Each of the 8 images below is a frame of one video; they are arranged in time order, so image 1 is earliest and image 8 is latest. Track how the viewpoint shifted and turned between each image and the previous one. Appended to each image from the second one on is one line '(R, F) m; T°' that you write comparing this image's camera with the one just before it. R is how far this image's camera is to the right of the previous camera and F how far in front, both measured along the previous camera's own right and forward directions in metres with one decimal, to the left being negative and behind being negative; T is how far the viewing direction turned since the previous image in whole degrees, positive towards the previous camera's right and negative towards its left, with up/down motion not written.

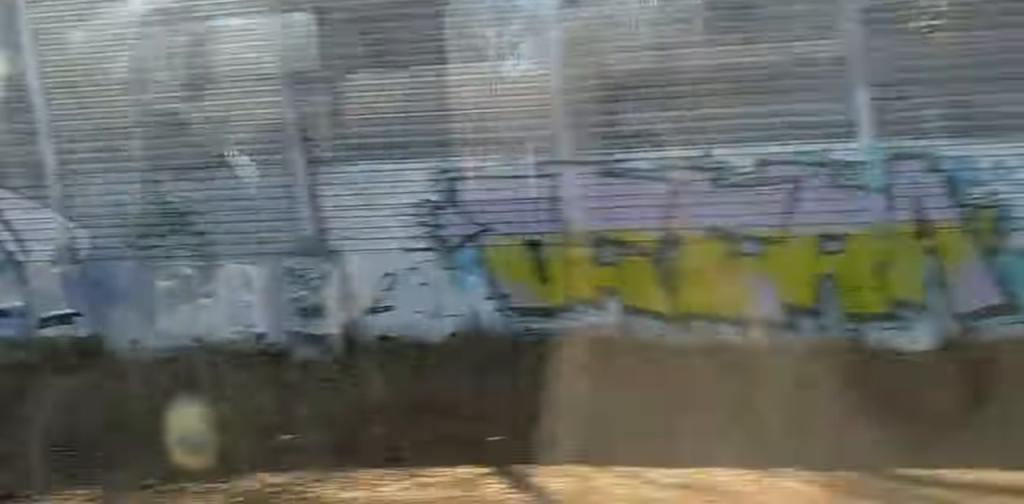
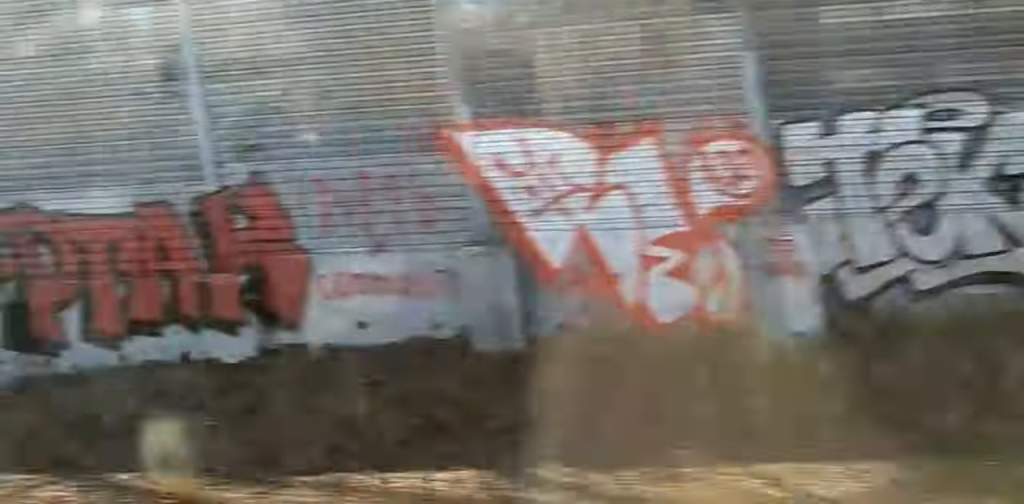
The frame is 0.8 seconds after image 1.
(0.0, +18.0) m; +1°
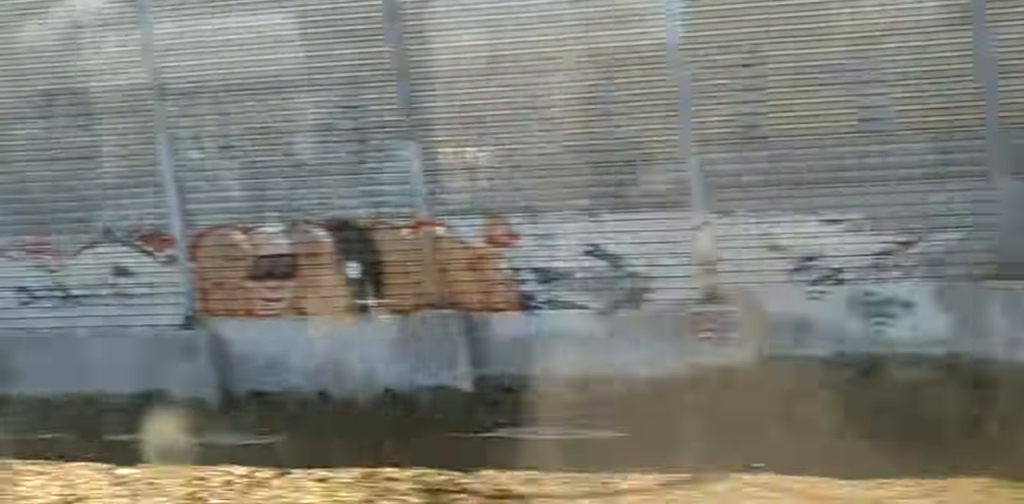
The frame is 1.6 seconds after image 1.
(+0.2, +17.2) m; +1°
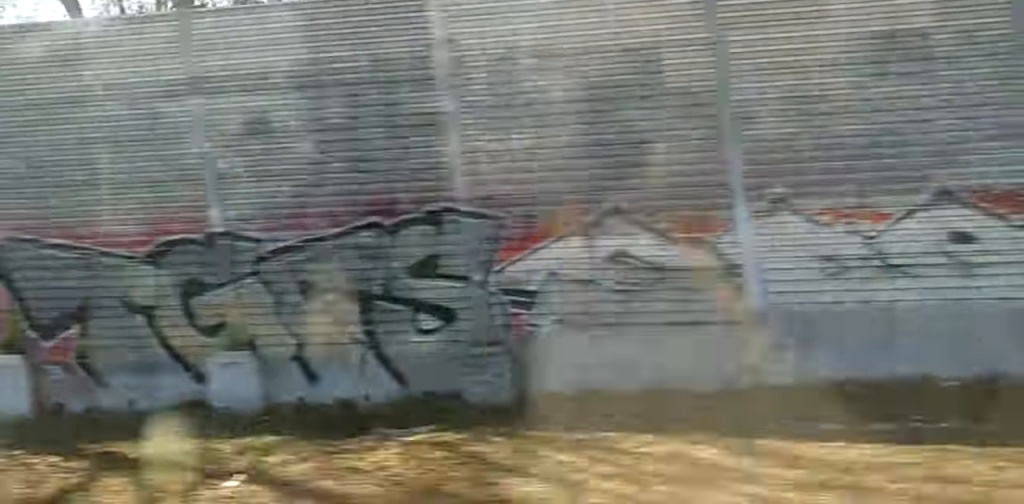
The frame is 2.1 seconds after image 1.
(0.0, +9.5) m; 0°
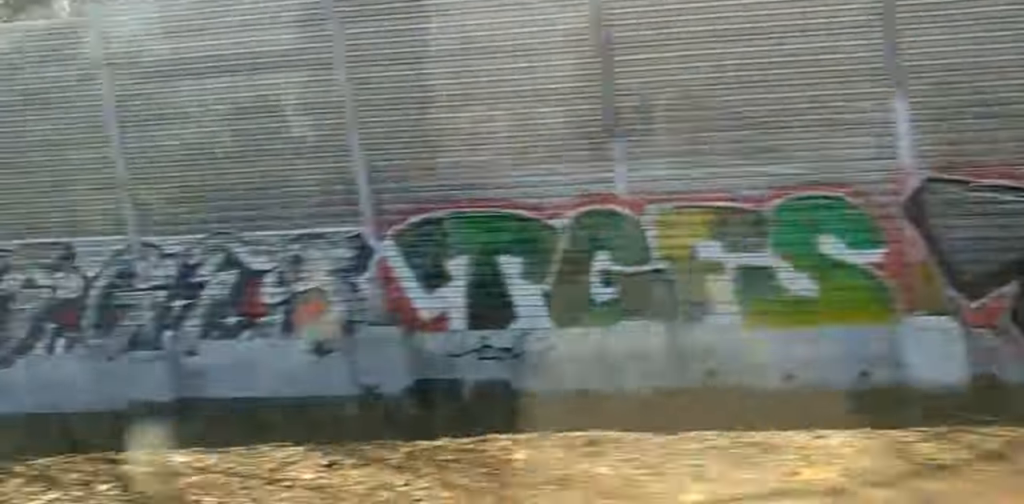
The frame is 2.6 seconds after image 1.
(0.0, +11.2) m; 0°
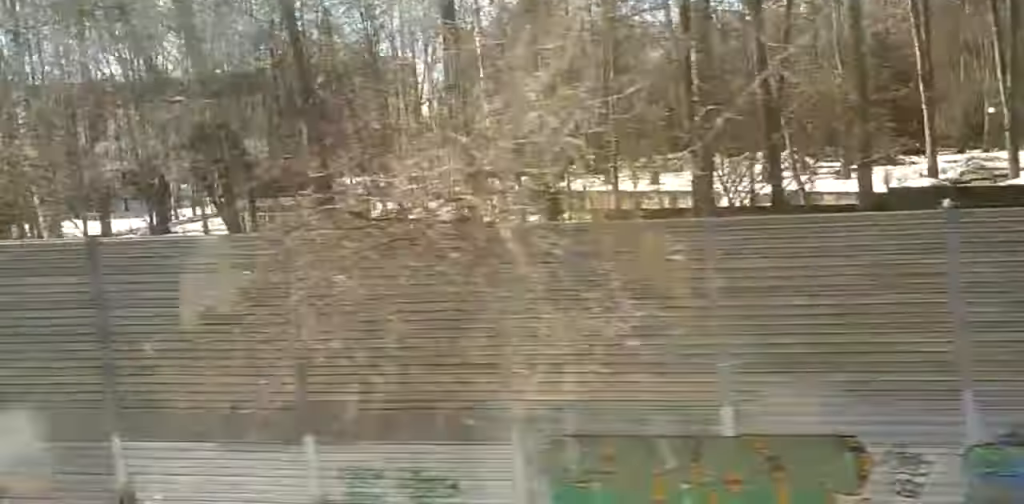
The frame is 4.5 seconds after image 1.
(0.0, +41.5) m; 0°
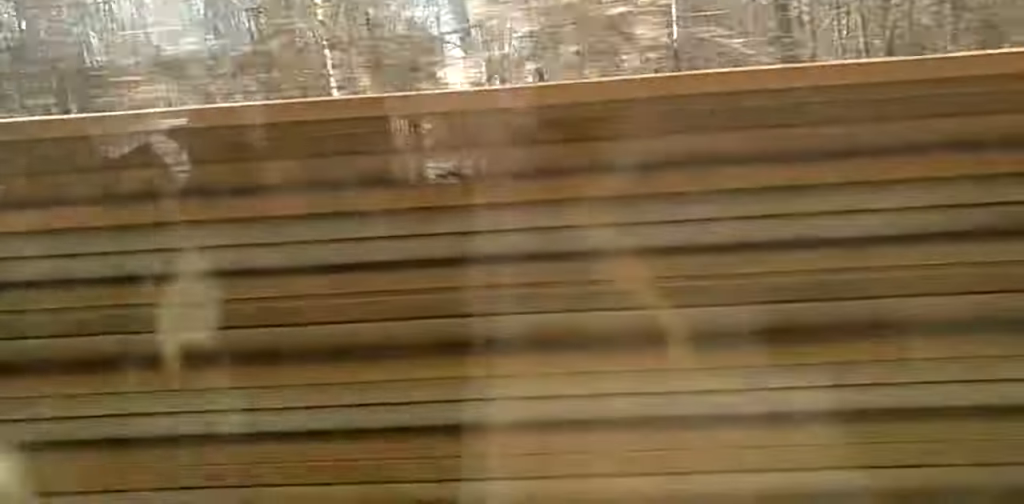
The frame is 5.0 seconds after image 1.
(0.0, +9.5) m; 0°
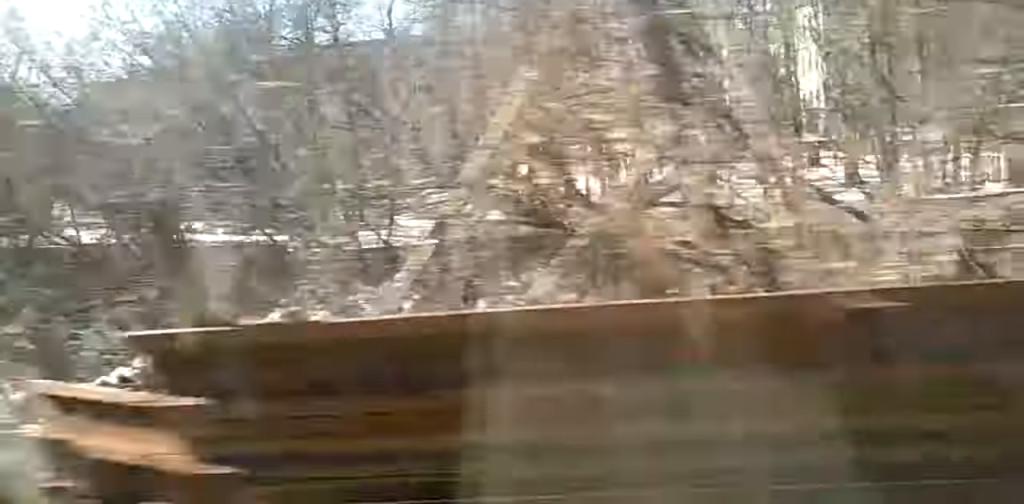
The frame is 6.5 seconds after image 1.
(+0.2, +33.3) m; -1°
